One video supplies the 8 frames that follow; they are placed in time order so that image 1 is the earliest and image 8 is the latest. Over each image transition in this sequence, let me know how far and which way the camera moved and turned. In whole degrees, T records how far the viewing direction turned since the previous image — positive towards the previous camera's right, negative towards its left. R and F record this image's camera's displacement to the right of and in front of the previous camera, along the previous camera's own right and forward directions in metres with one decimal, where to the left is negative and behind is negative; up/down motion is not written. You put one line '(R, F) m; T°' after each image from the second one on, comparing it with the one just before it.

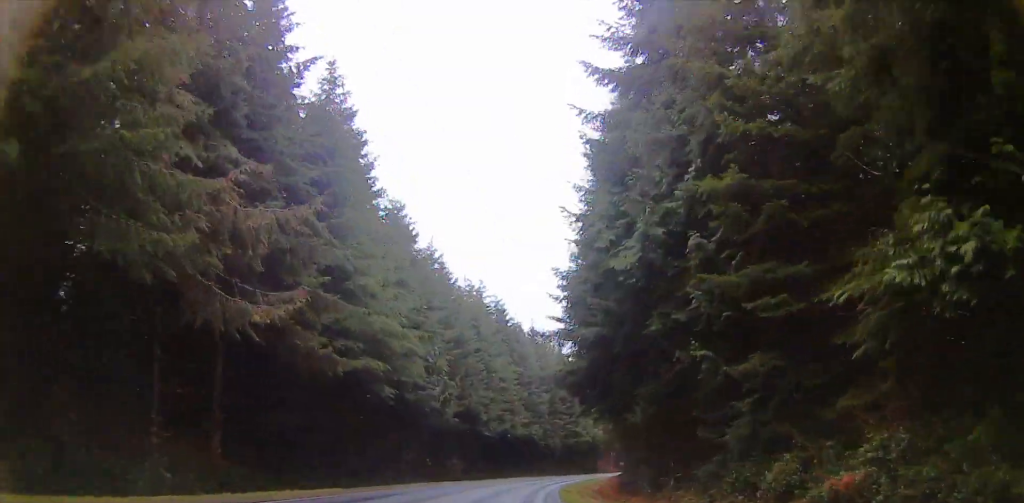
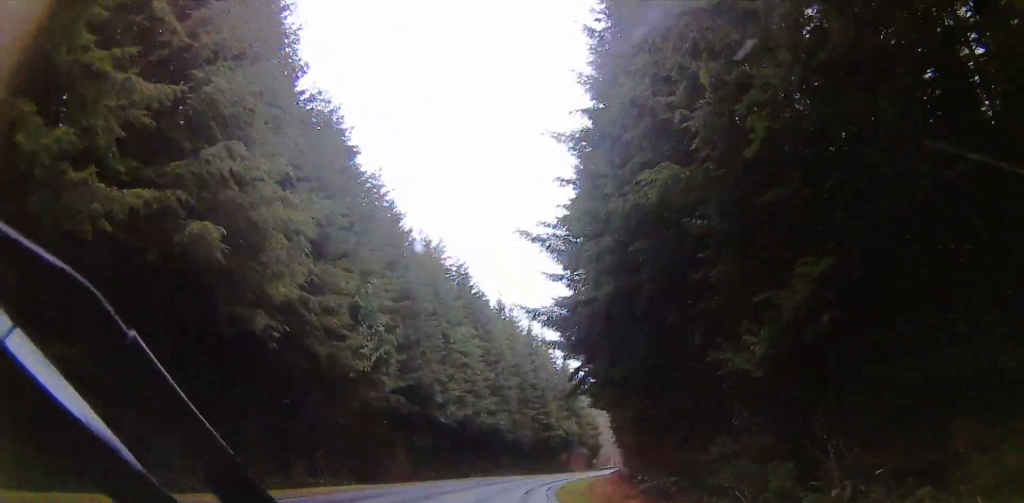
(+0.6, +18.1) m; +3°
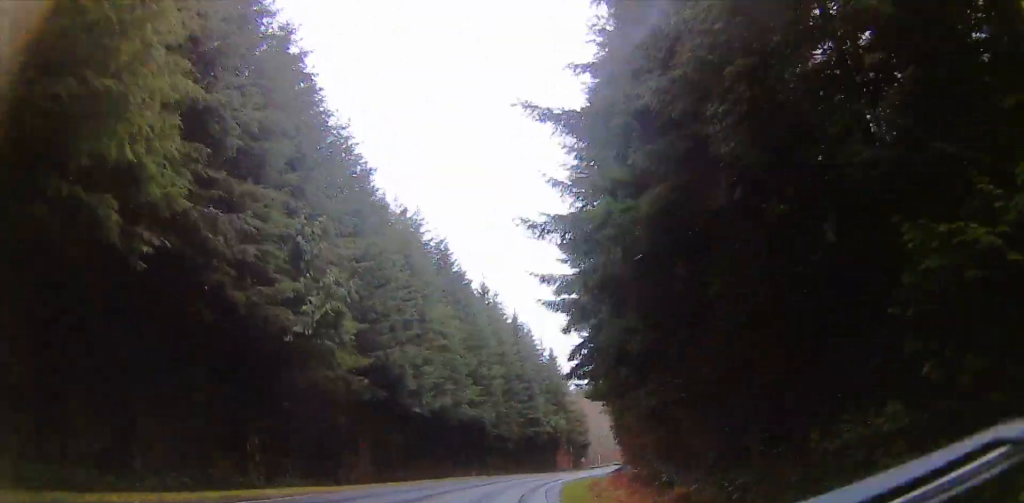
(+0.2, +9.7) m; +1°
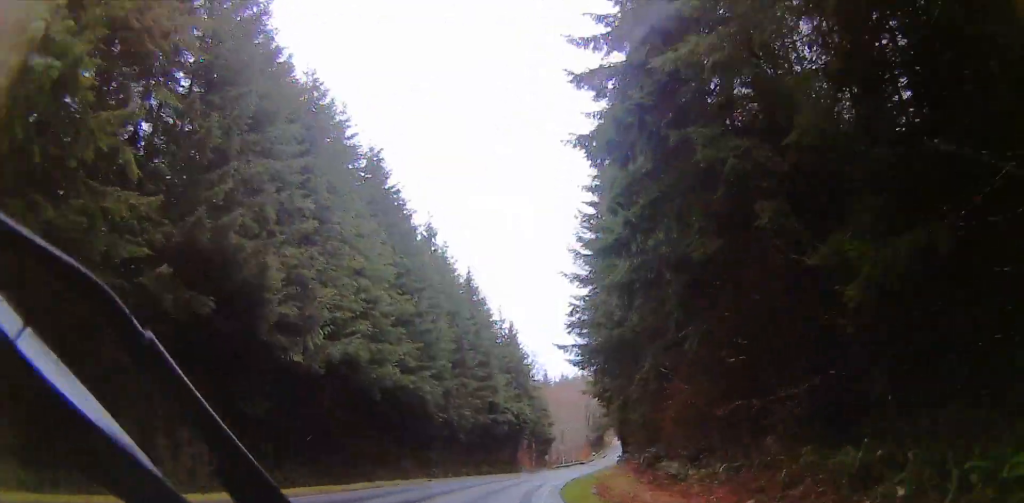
(+0.6, +24.4) m; +3°
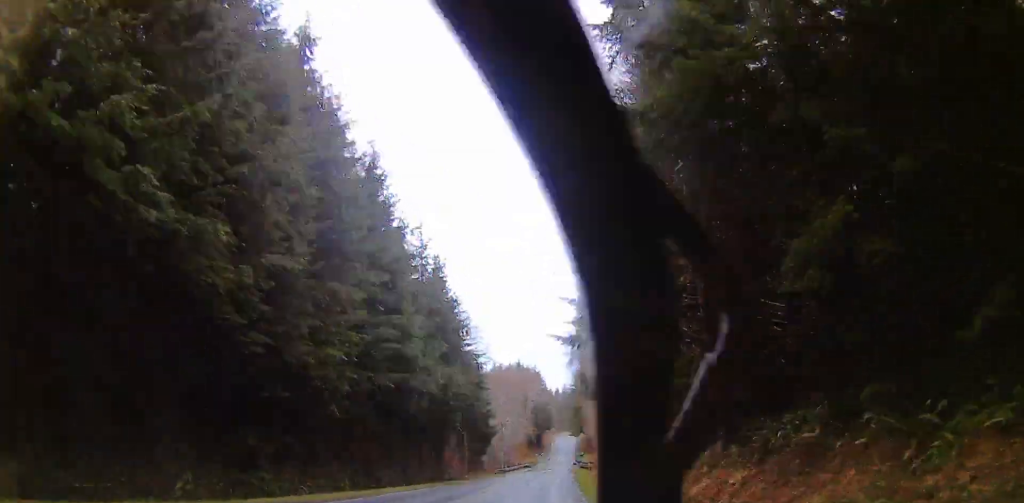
(+2.1, +31.3) m; +9°
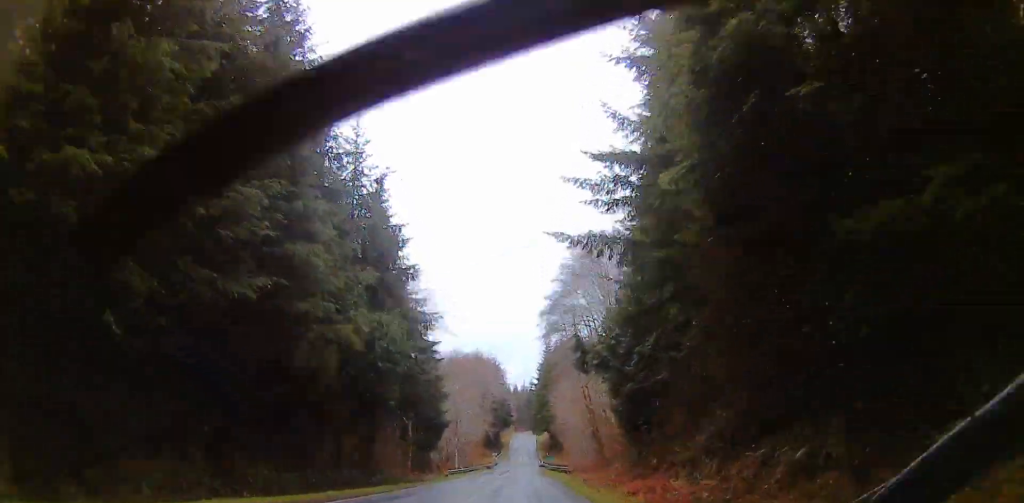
(+0.8, +15.6) m; +4°
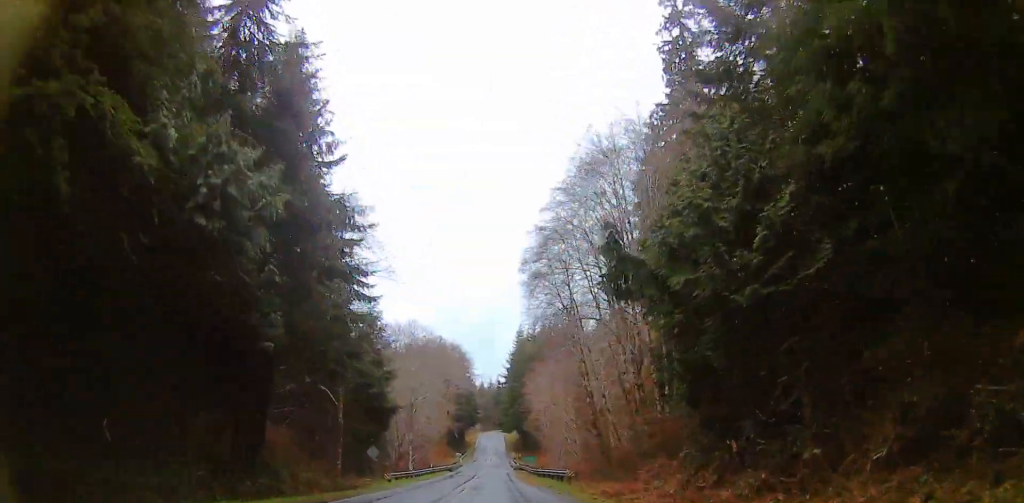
(0.0, +17.4) m; +4°
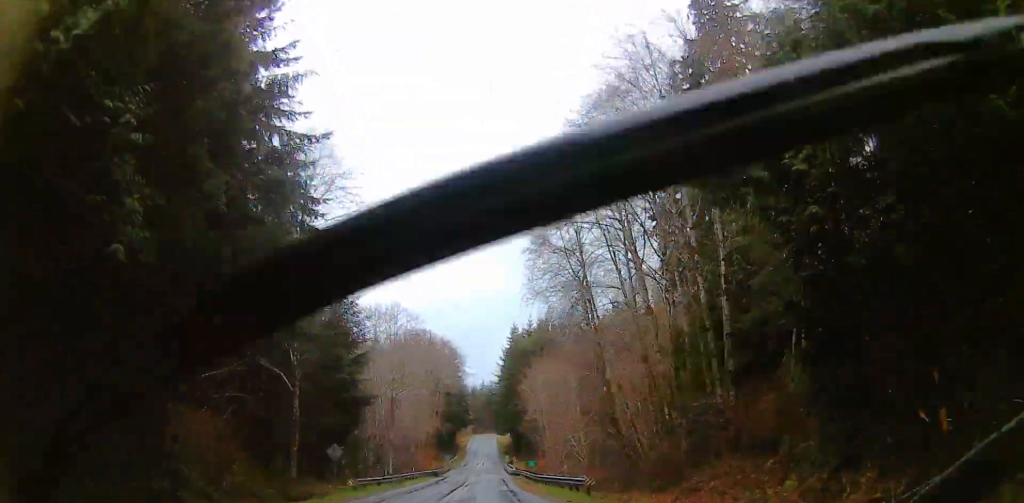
(+0.6, +9.4) m; +2°
